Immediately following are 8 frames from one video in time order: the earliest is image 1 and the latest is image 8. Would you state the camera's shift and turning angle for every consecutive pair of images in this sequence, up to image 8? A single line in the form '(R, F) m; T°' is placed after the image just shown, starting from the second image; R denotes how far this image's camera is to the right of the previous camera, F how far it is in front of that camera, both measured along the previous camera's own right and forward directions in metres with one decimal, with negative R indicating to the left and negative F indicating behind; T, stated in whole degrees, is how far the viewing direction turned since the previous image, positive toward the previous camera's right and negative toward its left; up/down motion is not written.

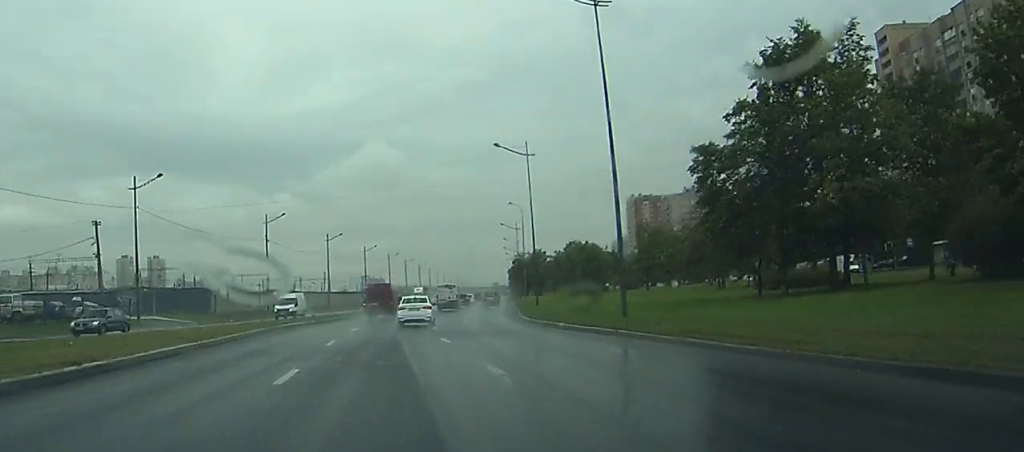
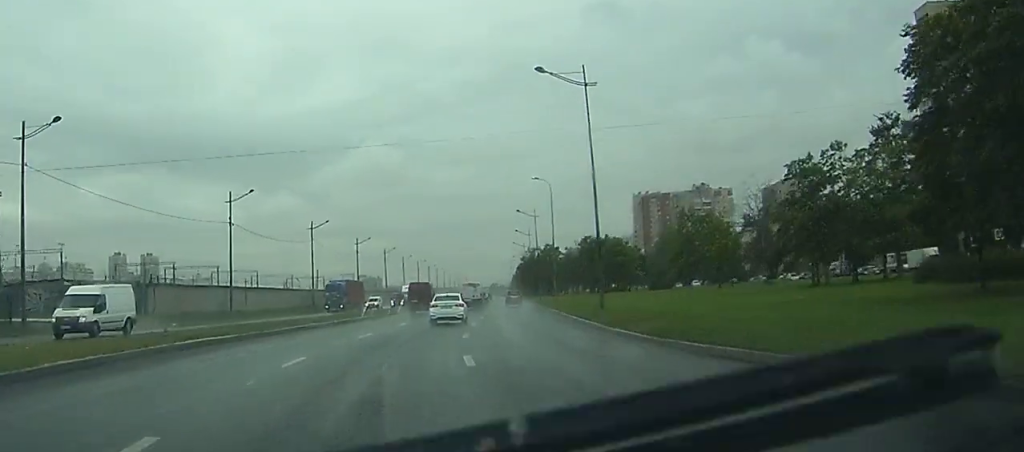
(-0.2, +20.4) m; -1°
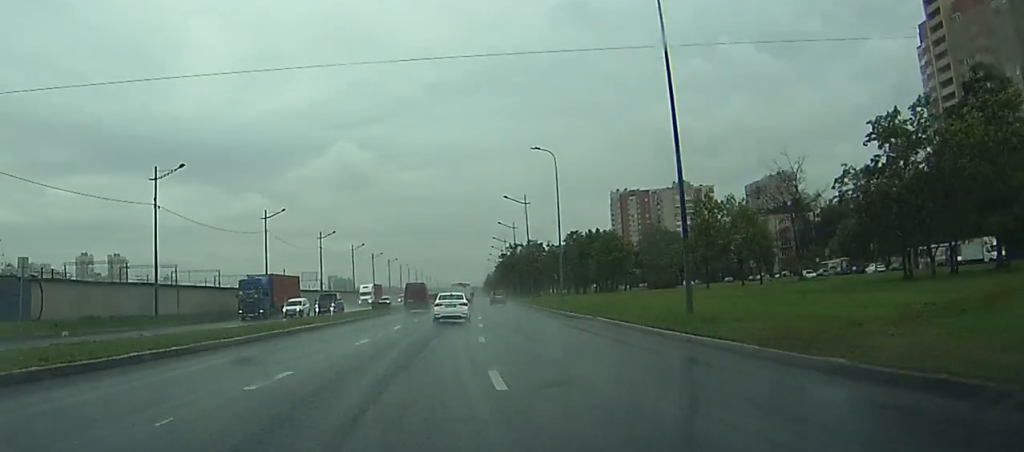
(0.0, +16.2) m; +1°
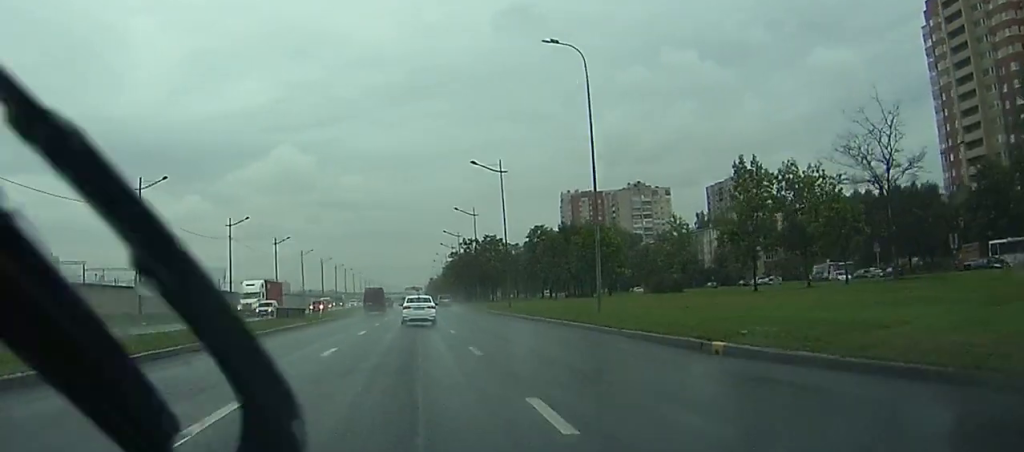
(+0.7, +27.8) m; +3°
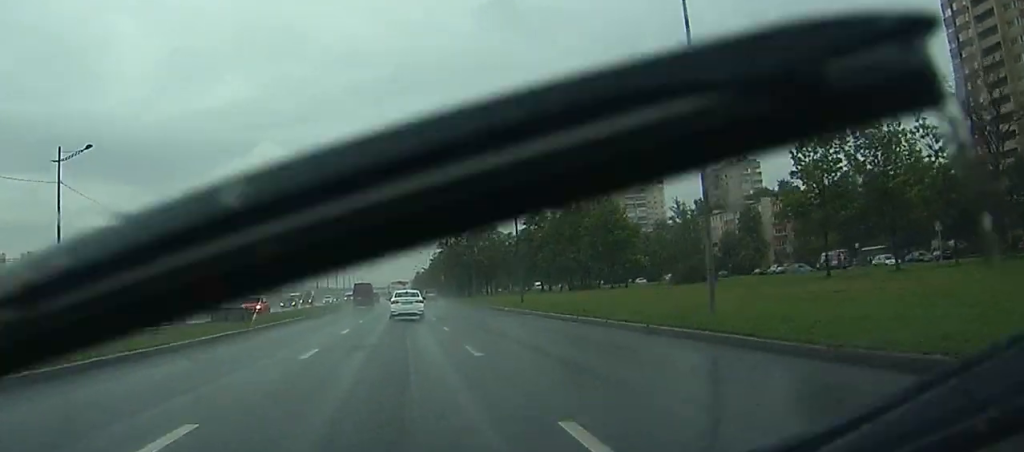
(+0.3, +14.3) m; +2°
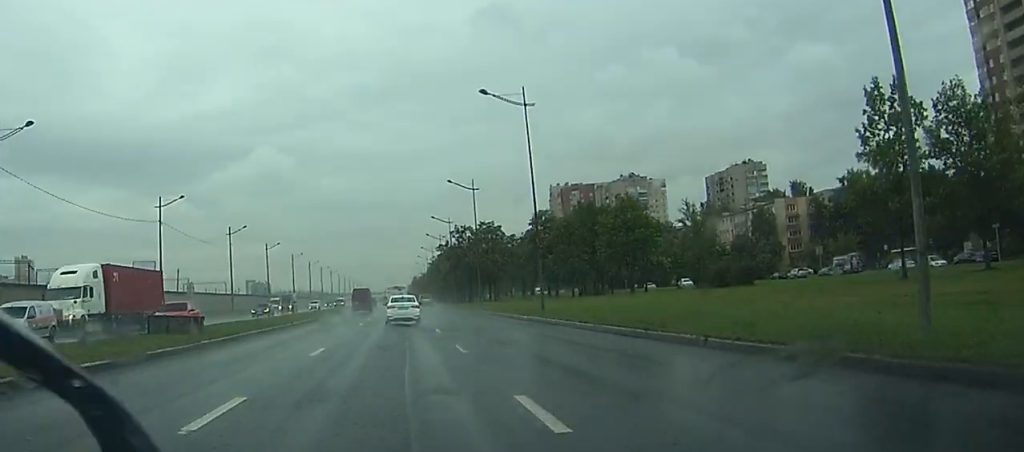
(+0.1, +9.2) m; 0°
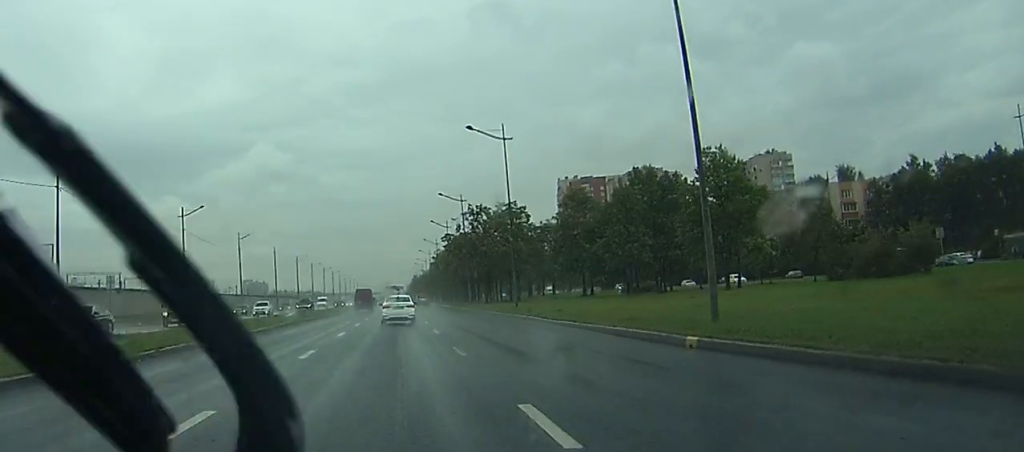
(0.0, +25.5) m; 0°
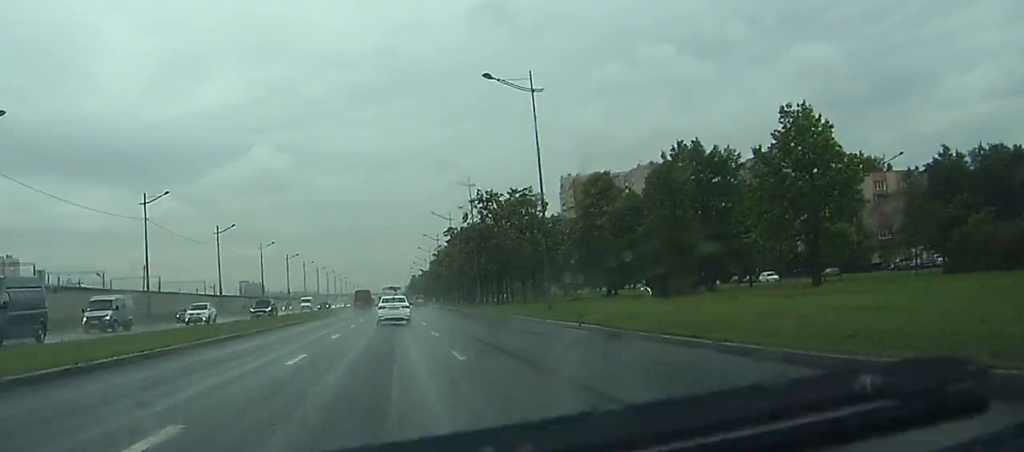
(+0.1, +13.5) m; +1°
